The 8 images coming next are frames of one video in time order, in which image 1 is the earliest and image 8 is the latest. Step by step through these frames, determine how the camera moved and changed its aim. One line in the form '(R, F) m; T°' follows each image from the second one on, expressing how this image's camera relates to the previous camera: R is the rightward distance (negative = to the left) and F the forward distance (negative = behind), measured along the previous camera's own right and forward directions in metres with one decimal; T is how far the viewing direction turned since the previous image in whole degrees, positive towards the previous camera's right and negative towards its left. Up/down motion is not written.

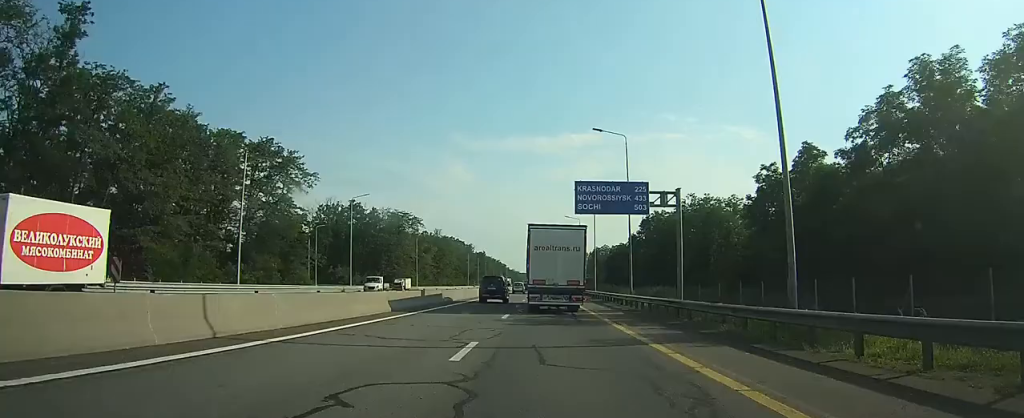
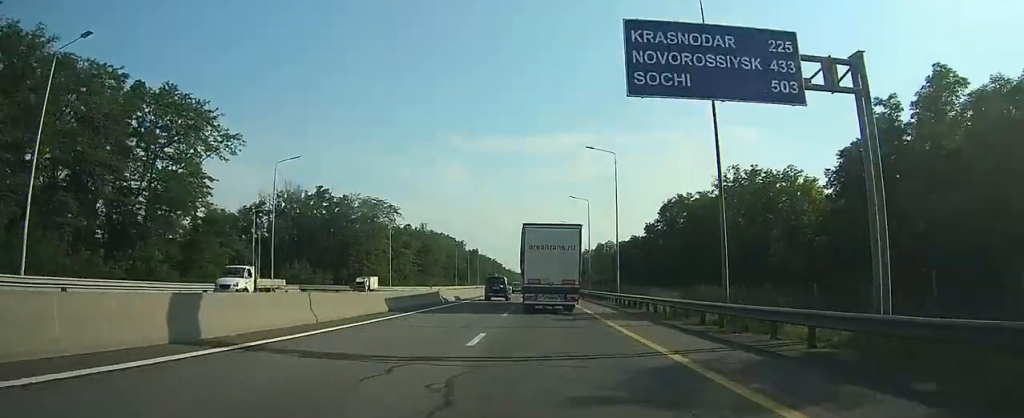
(0.0, +24.4) m; 0°
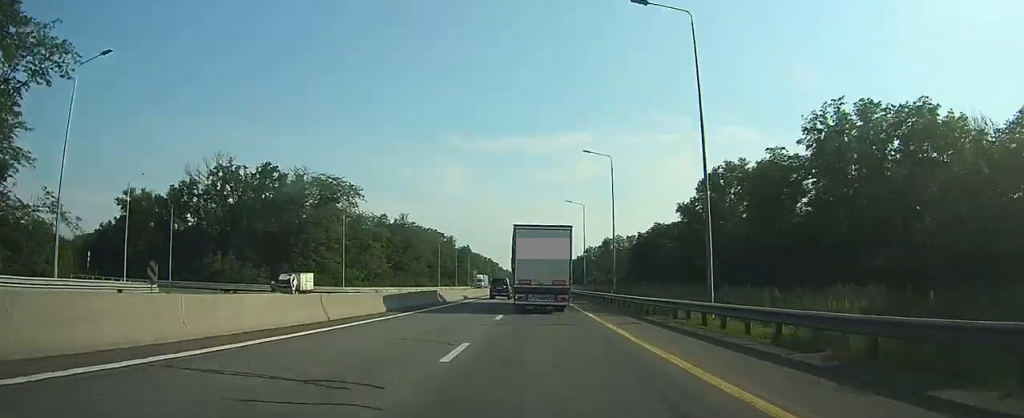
(+0.1, +29.8) m; 0°
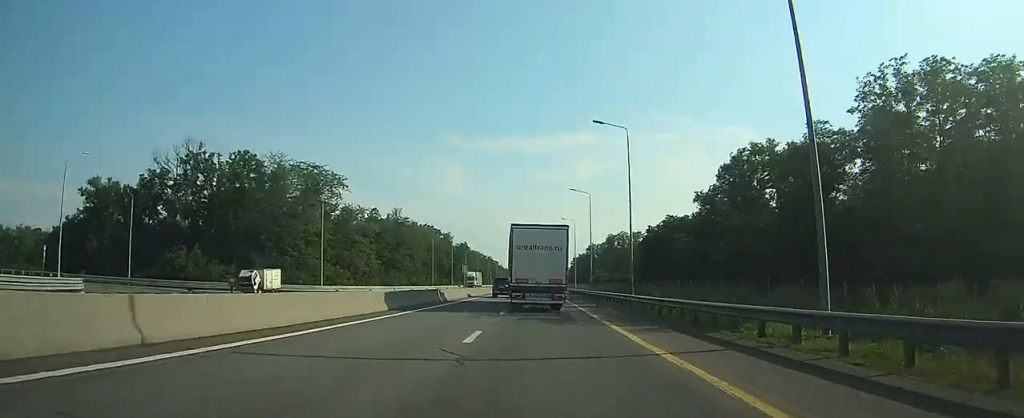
(0.0, +10.0) m; 0°
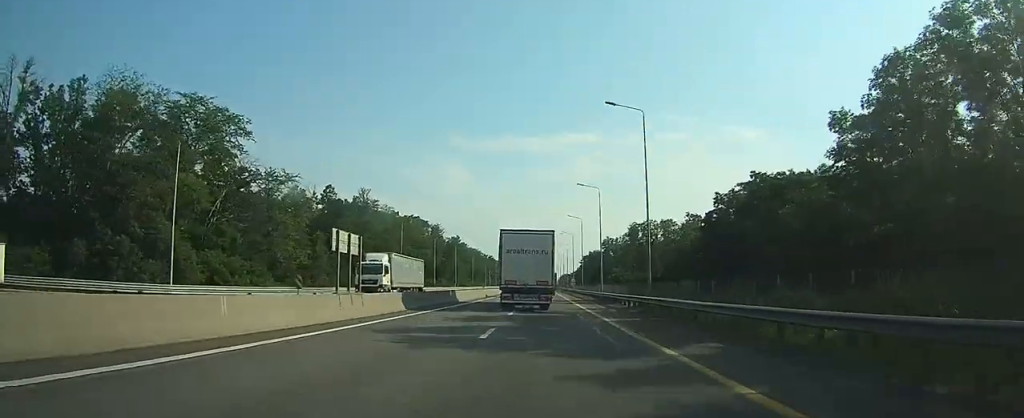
(-0.2, +31.6) m; -1°
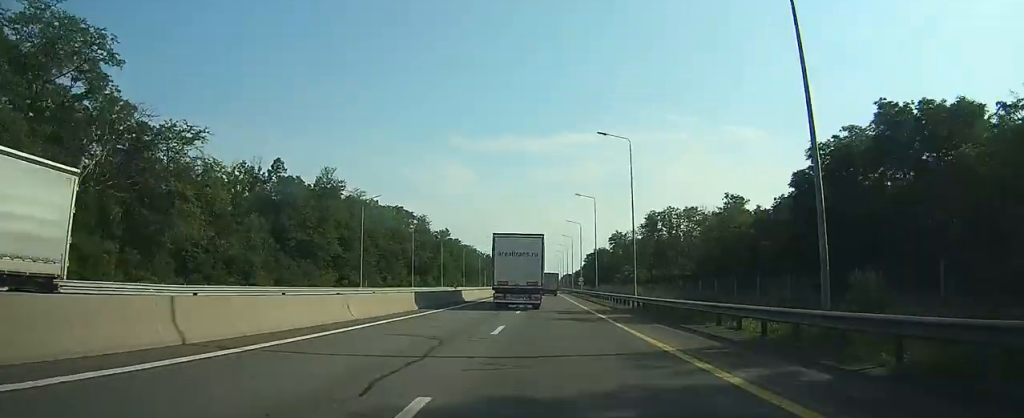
(-0.1, +20.0) m; -1°
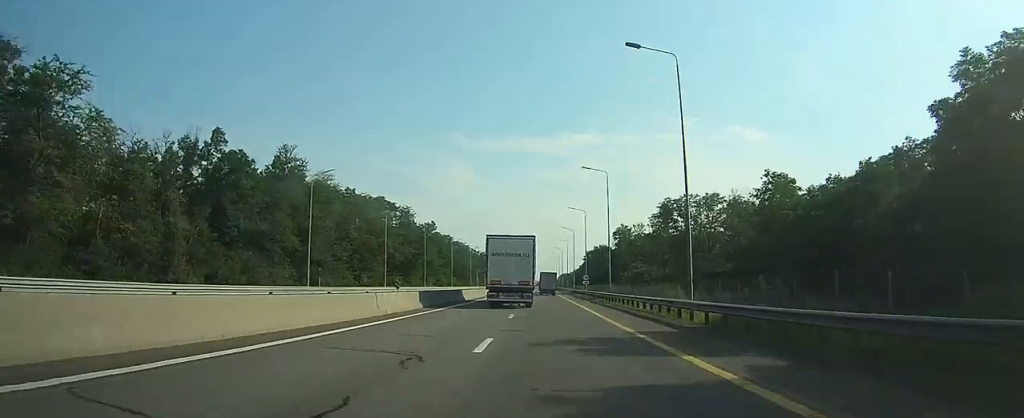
(-0.2, +15.4) m; 0°
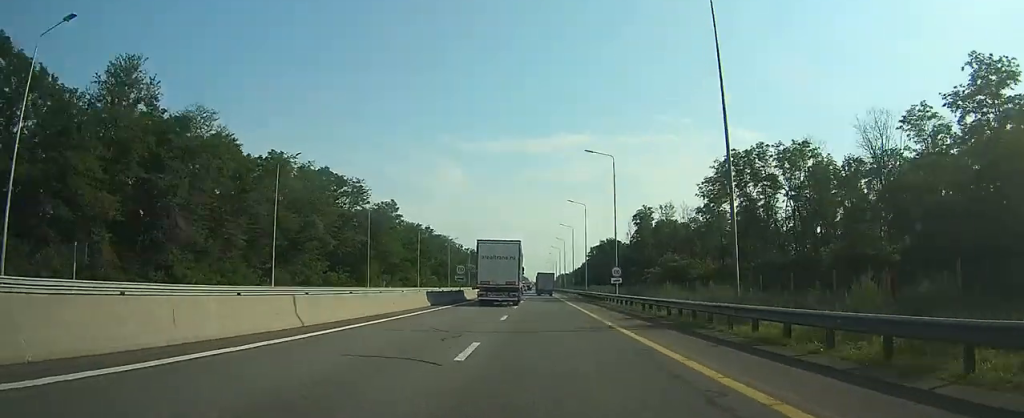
(+0.8, +35.7) m; +2°
